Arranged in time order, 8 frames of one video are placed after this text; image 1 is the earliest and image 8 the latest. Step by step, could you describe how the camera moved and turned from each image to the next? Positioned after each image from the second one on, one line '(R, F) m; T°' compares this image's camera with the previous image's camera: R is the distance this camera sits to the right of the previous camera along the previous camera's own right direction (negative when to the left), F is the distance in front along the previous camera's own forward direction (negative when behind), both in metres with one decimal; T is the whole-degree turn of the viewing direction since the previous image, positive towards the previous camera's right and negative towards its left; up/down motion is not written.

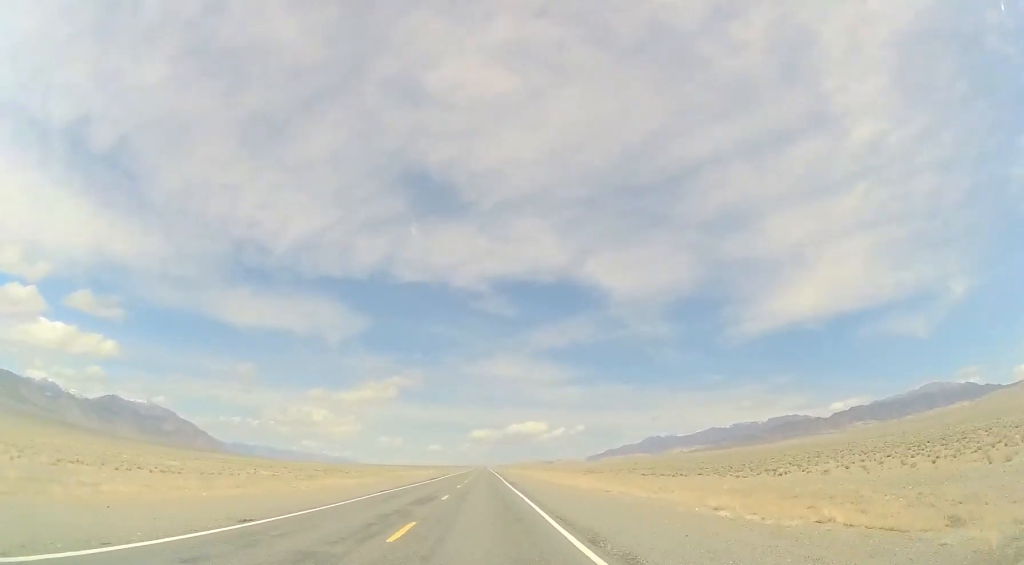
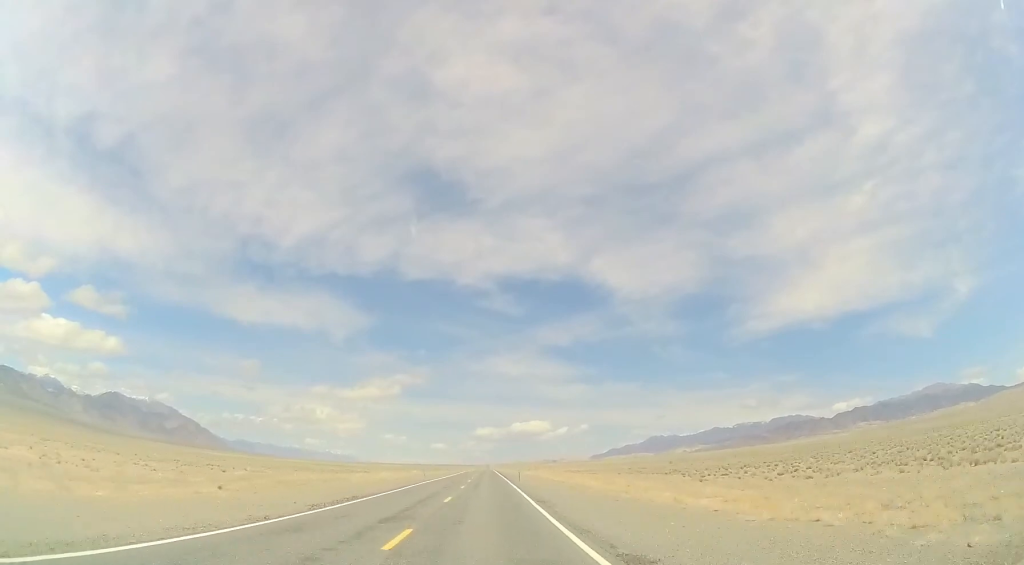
(-0.1, +42.3) m; 0°
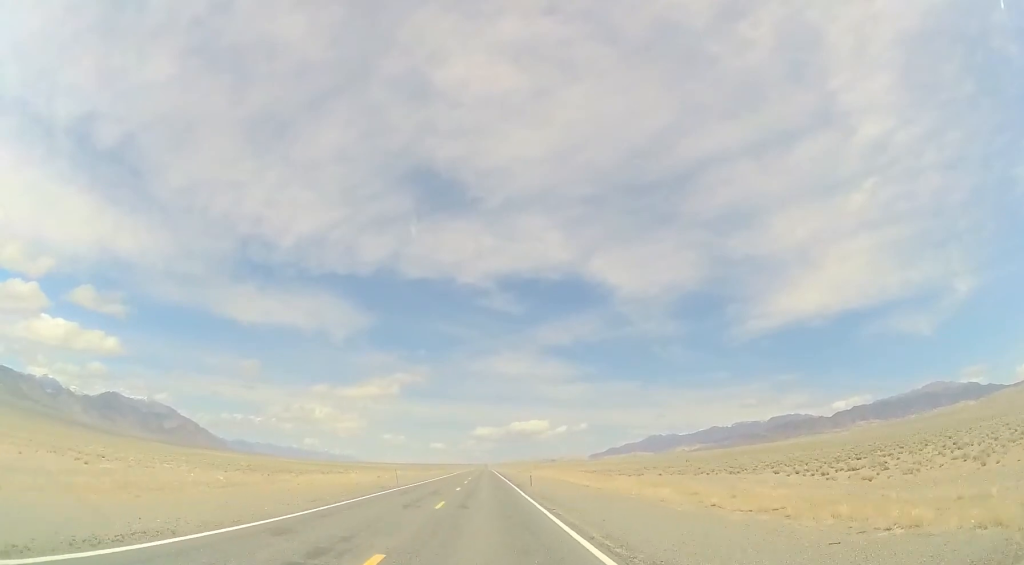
(+0.1, +17.6) m; 0°
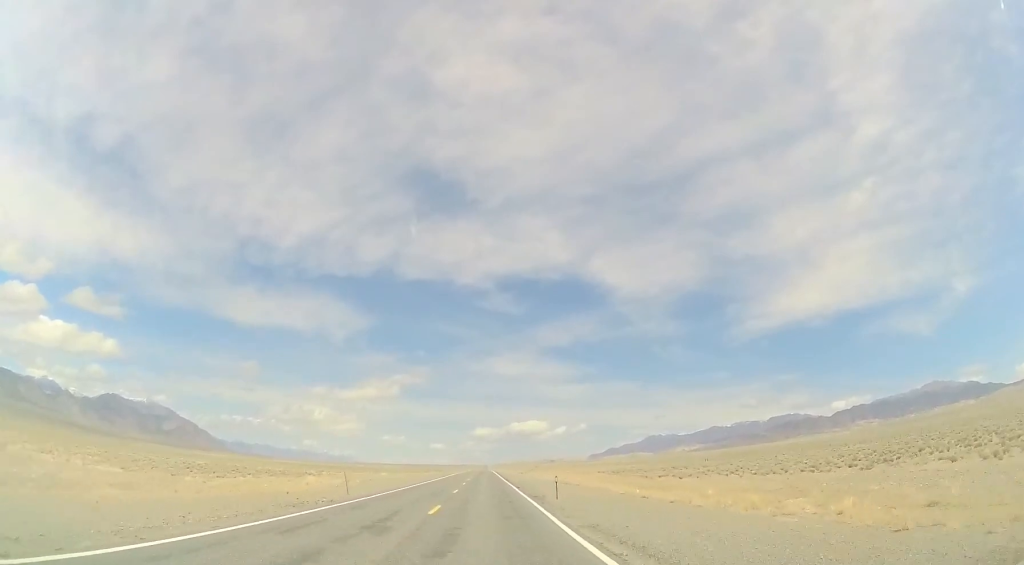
(-0.3, +15.6) m; 0°
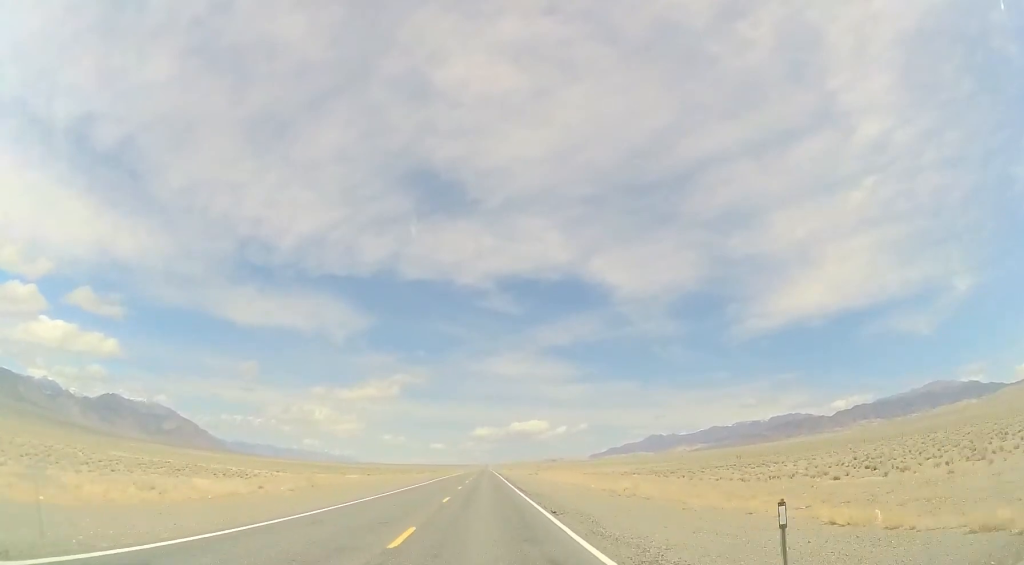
(+0.1, +20.8) m; 0°
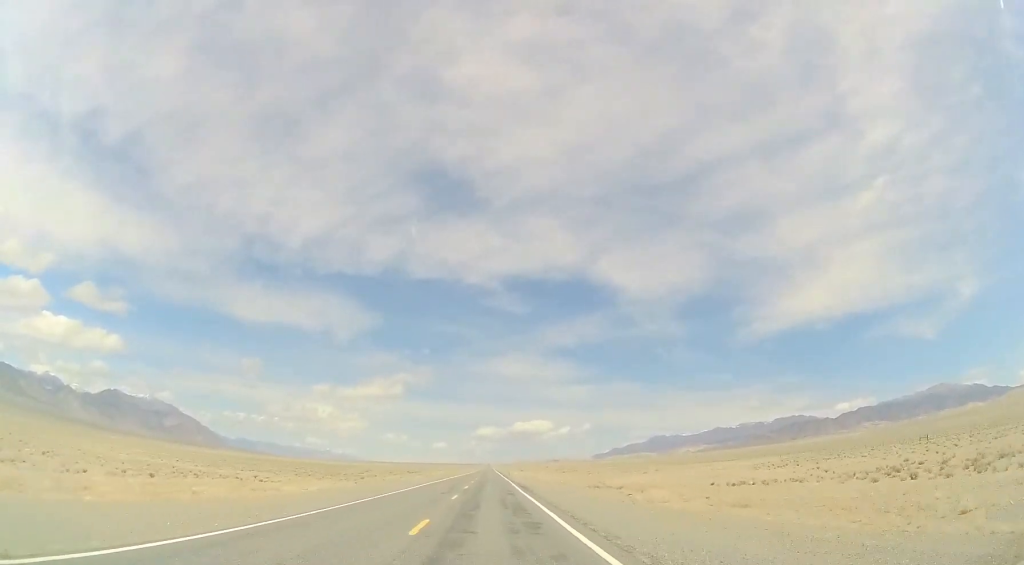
(-0.4, +65.9) m; -1°
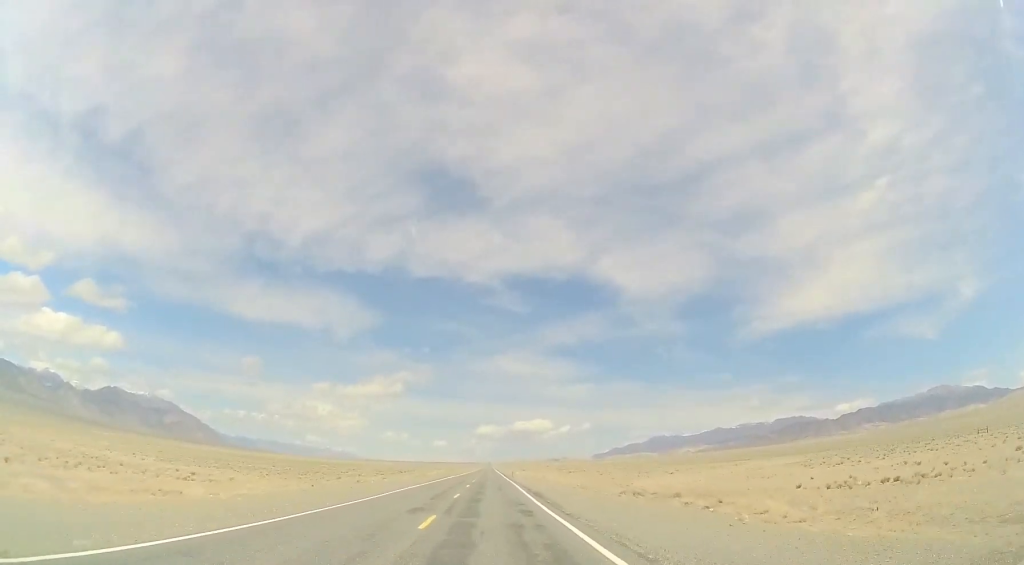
(+0.1, +12.7) m; 0°
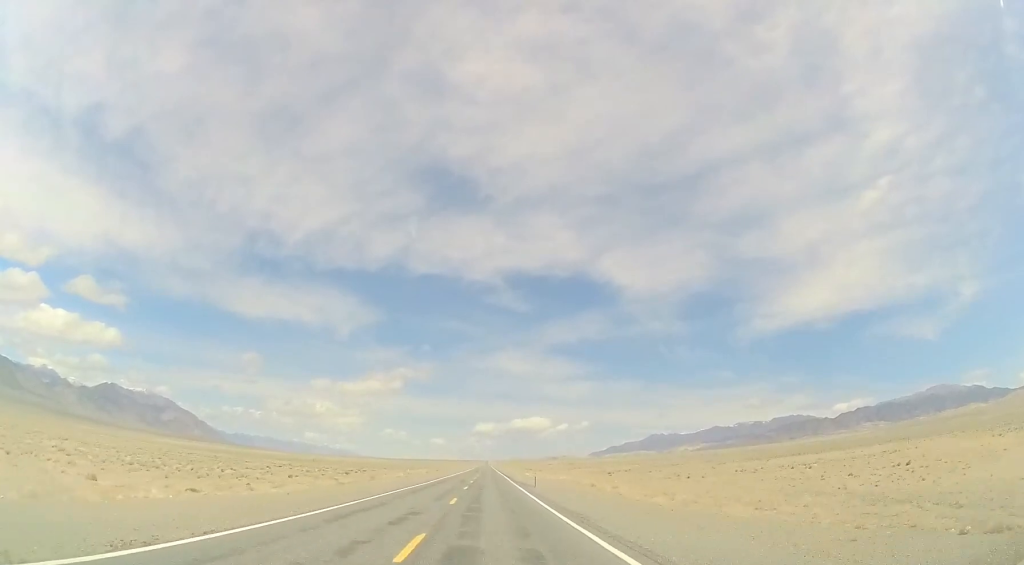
(+0.1, +46.7) m; 0°
